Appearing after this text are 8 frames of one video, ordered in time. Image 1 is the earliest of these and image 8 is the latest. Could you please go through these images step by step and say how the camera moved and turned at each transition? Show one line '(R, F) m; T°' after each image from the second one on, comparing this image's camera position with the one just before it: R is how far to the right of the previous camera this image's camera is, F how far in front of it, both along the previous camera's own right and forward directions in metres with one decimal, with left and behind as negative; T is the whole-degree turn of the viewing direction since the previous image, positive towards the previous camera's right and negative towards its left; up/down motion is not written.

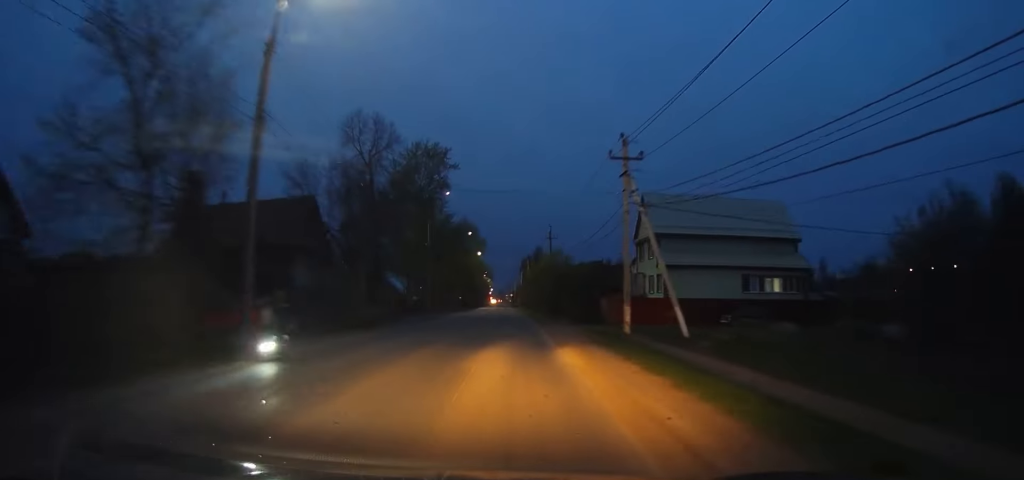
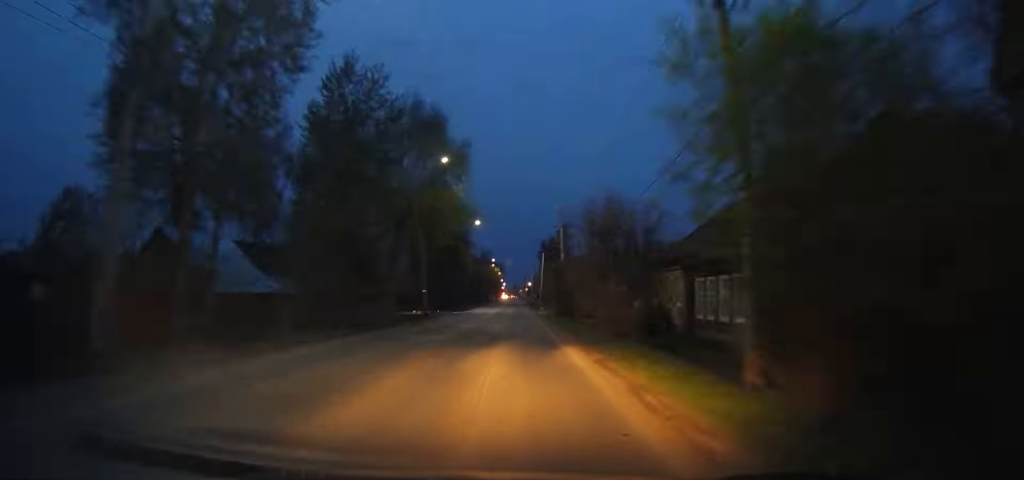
(-0.7, +43.7) m; +1°
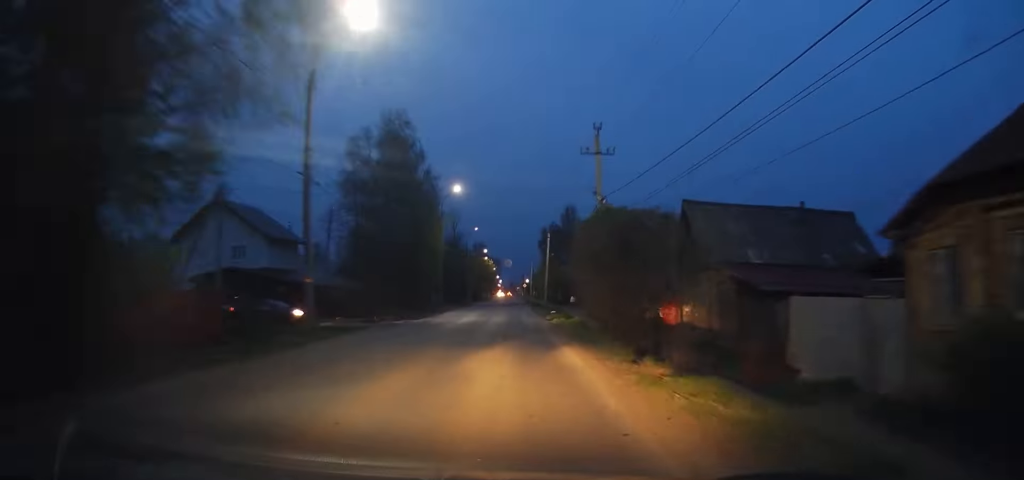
(+0.6, +24.5) m; +1°
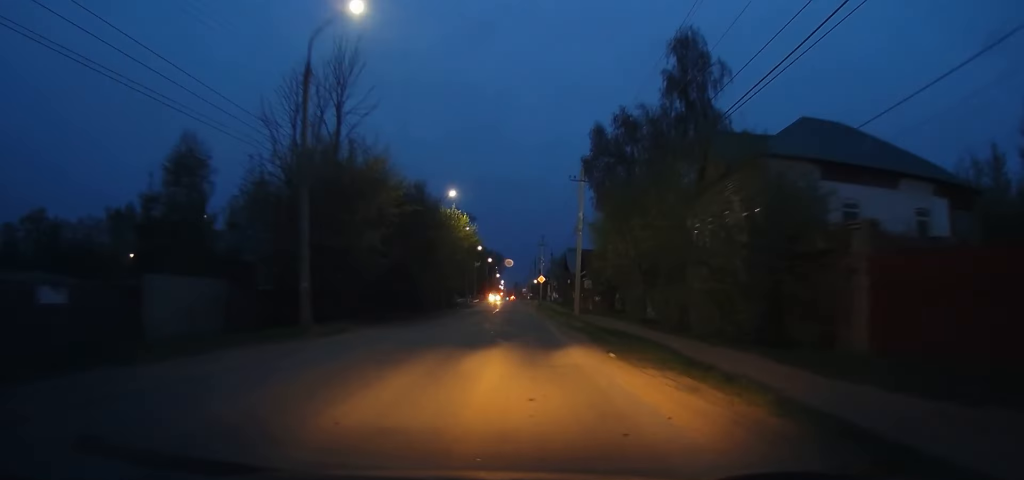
(+1.2, +79.3) m; -1°
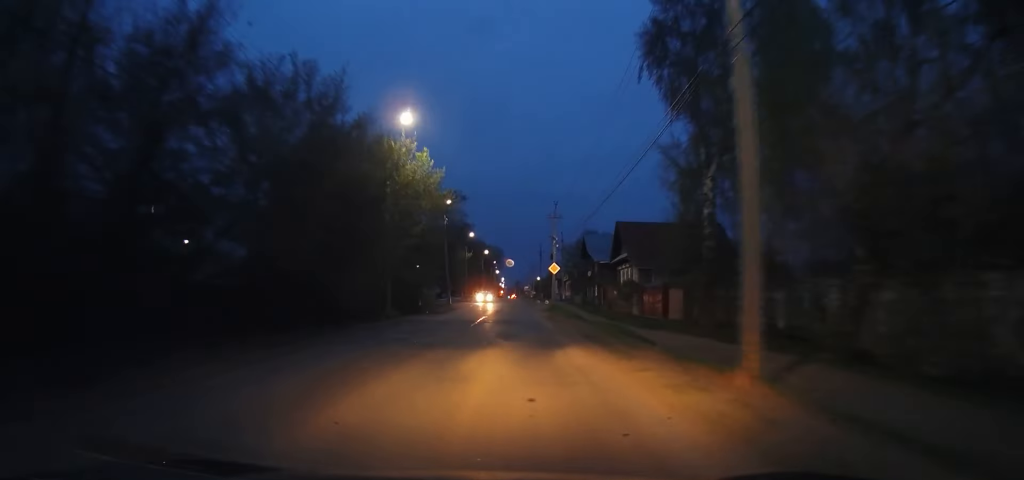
(-0.3, +24.2) m; -1°
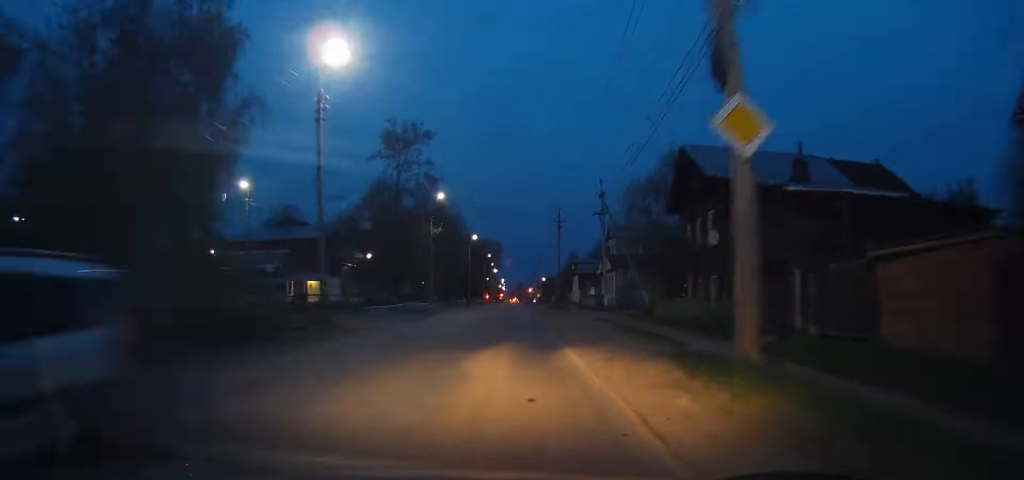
(-1.3, +42.3) m; 0°
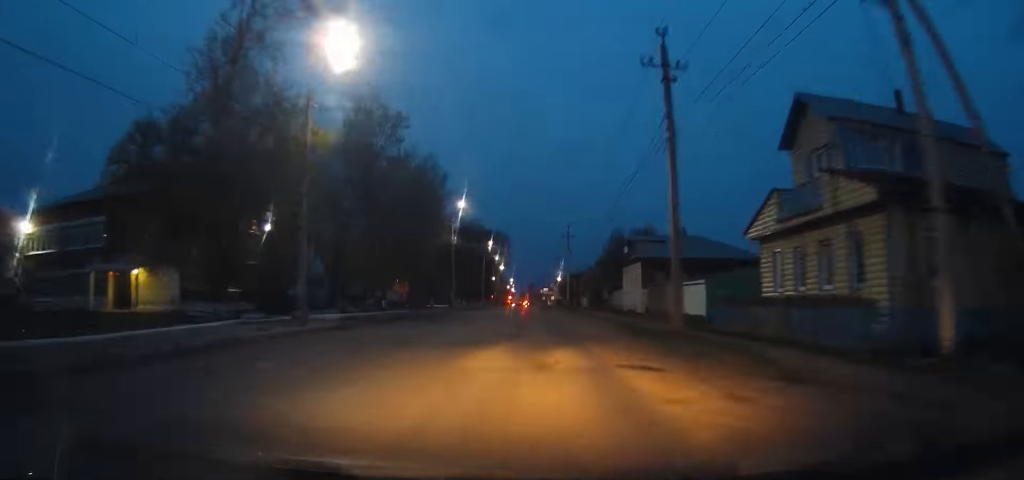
(+0.9, +37.1) m; +1°
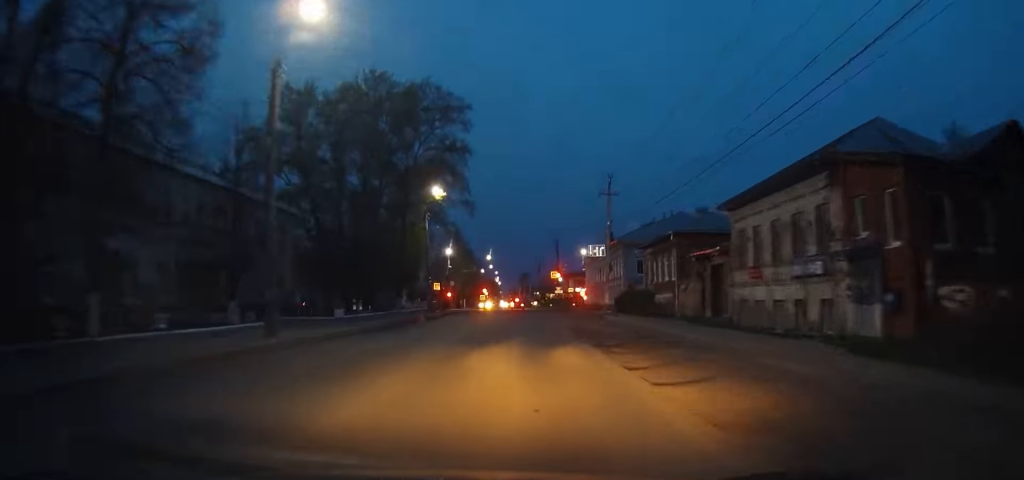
(+0.7, +114.6) m; +3°
